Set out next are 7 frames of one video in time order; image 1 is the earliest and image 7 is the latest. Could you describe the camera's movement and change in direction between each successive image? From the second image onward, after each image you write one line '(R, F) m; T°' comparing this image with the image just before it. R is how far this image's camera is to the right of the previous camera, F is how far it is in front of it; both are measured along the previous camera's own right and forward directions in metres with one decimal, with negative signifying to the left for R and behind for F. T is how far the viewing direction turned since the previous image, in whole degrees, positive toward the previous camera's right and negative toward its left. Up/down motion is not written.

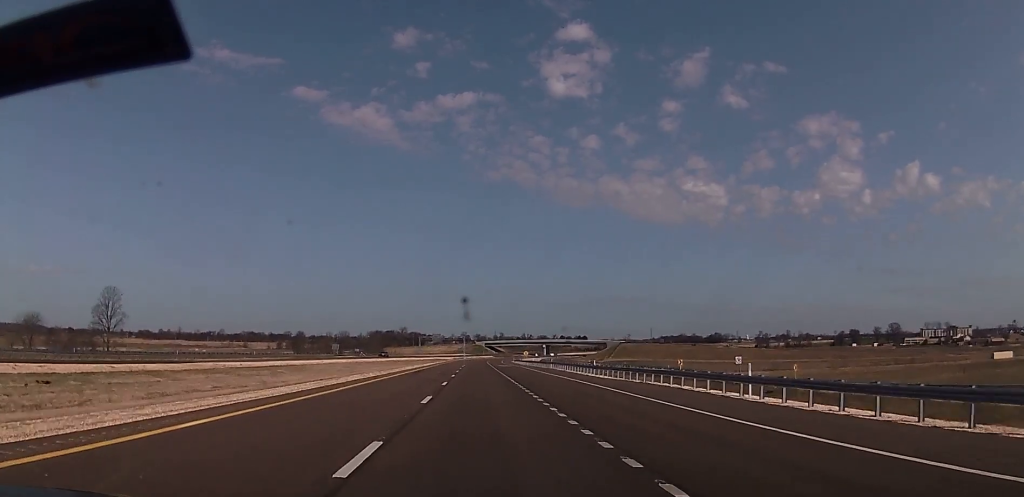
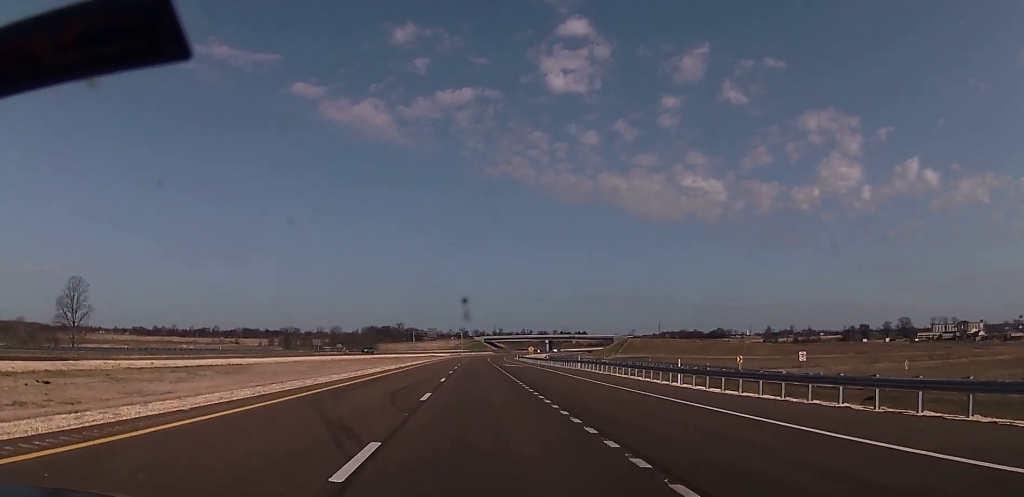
(+0.3, +24.2) m; 0°
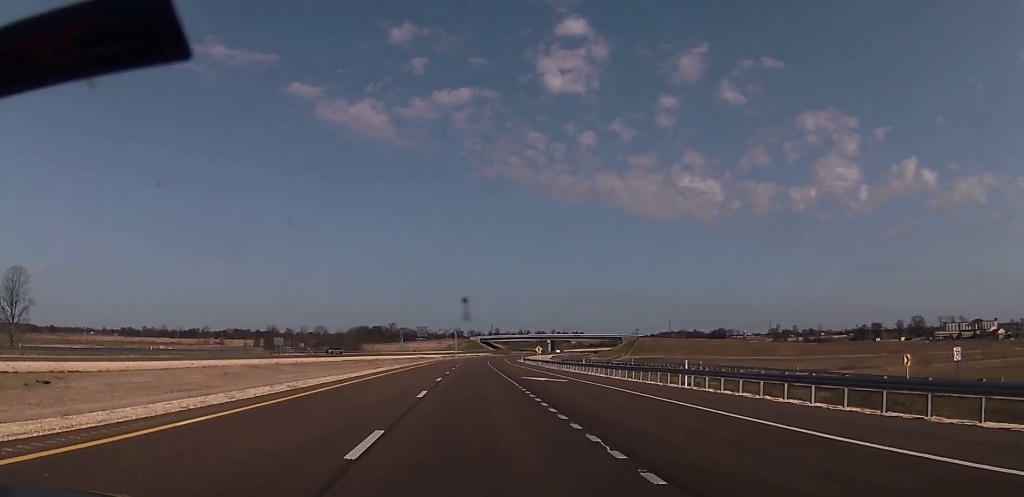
(-0.3, +34.5) m; 0°
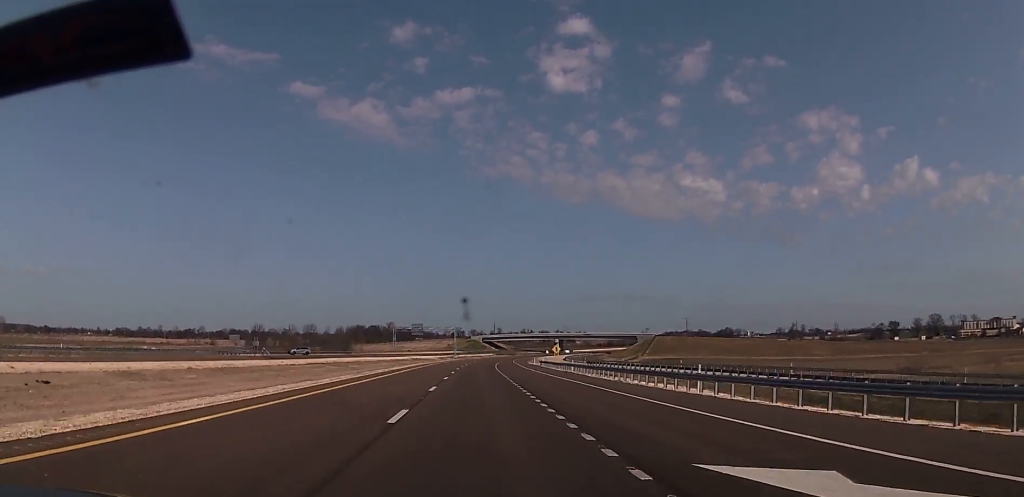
(+0.3, +31.4) m; 0°
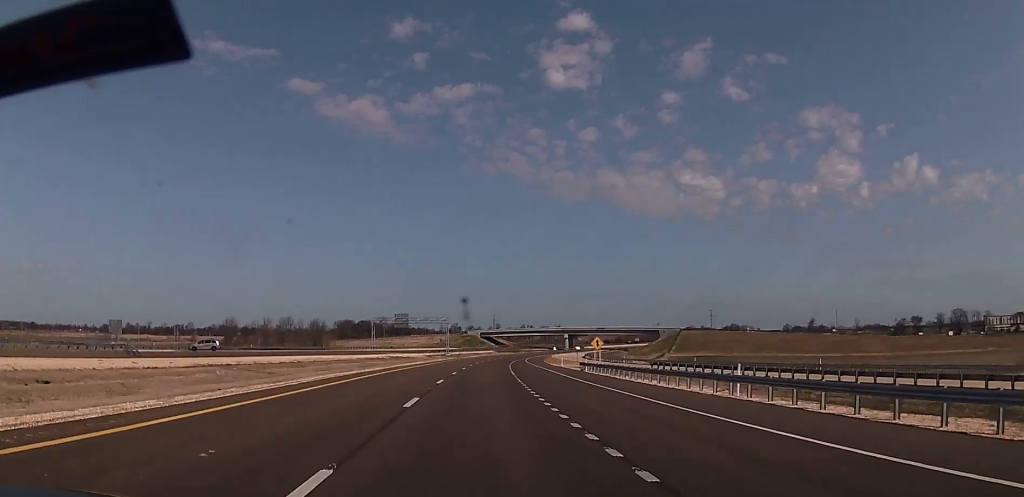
(-0.3, +45.1) m; 0°
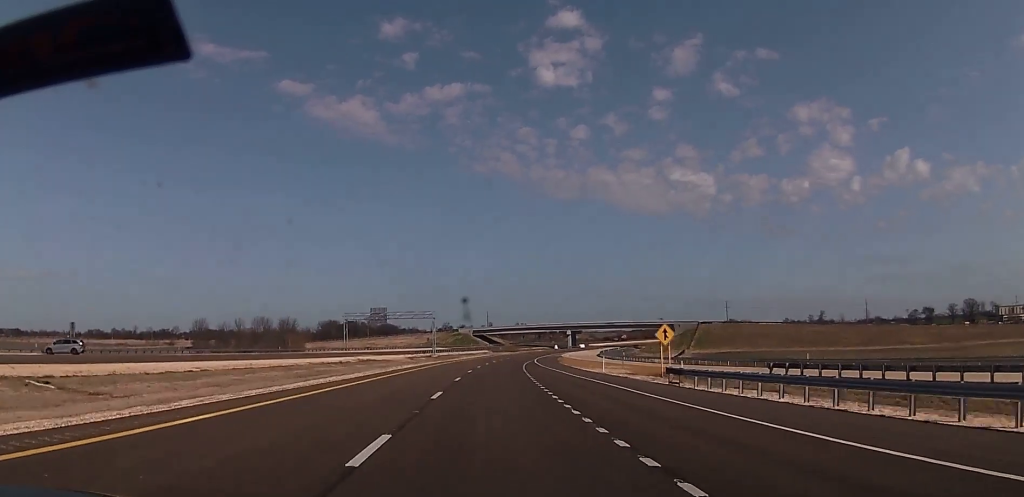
(+0.3, +31.9) m; 0°
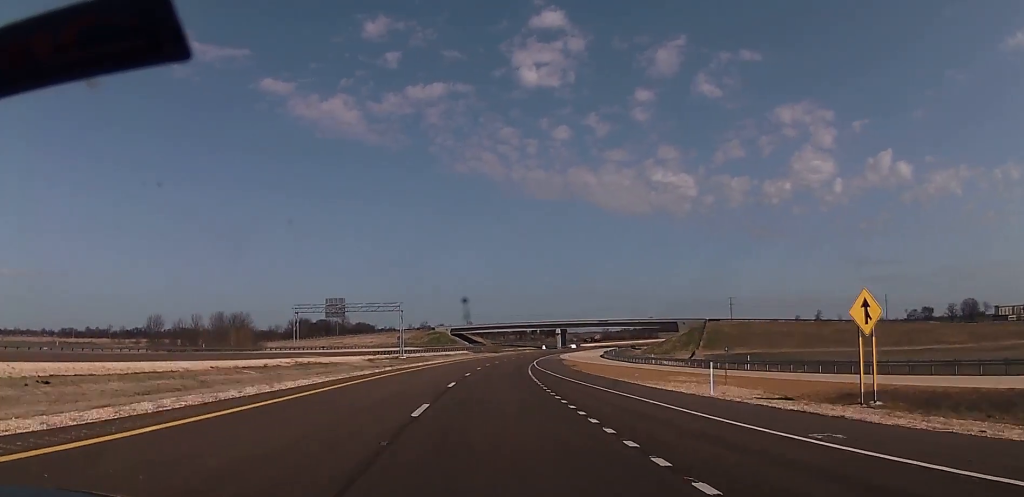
(-0.3, +30.2) m; +1°
